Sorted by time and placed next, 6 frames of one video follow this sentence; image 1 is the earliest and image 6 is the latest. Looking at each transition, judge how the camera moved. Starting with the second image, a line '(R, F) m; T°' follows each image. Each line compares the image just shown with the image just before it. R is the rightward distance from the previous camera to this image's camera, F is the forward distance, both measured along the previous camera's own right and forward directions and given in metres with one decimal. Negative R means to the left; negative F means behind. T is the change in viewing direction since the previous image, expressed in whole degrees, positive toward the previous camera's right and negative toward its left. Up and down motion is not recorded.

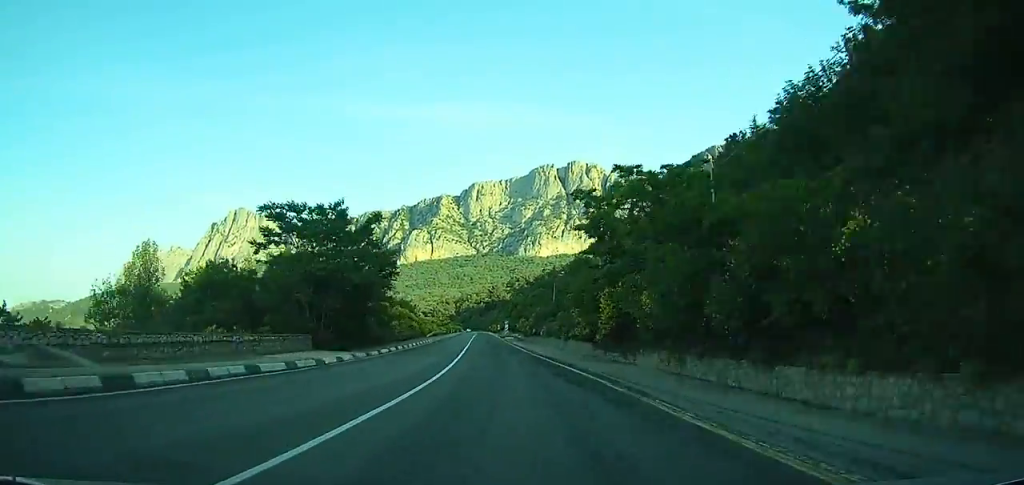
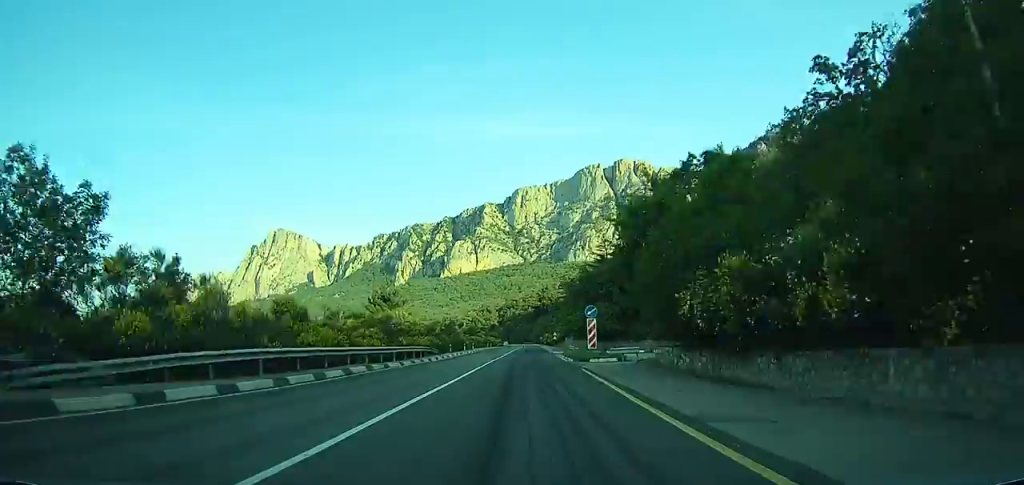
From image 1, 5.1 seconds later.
(-3.0, +72.9) m; -4°
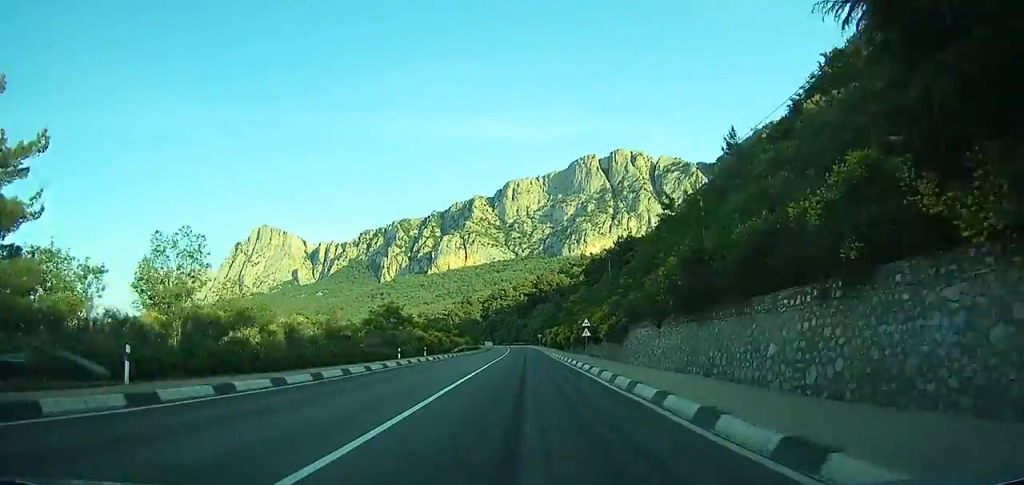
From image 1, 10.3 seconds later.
(-1.6, +74.2) m; -2°
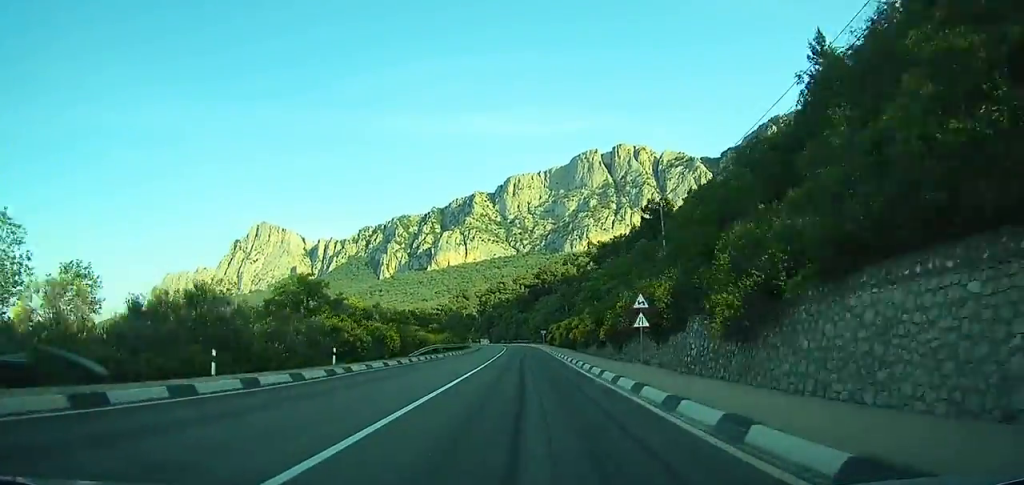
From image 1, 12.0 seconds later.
(-0.1, +23.3) m; -1°
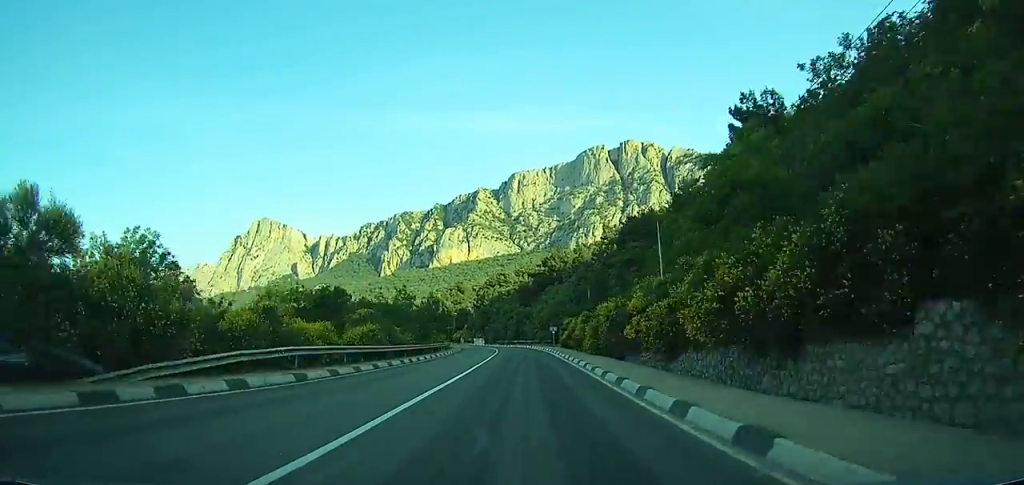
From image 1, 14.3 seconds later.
(-0.3, +30.6) m; -1°
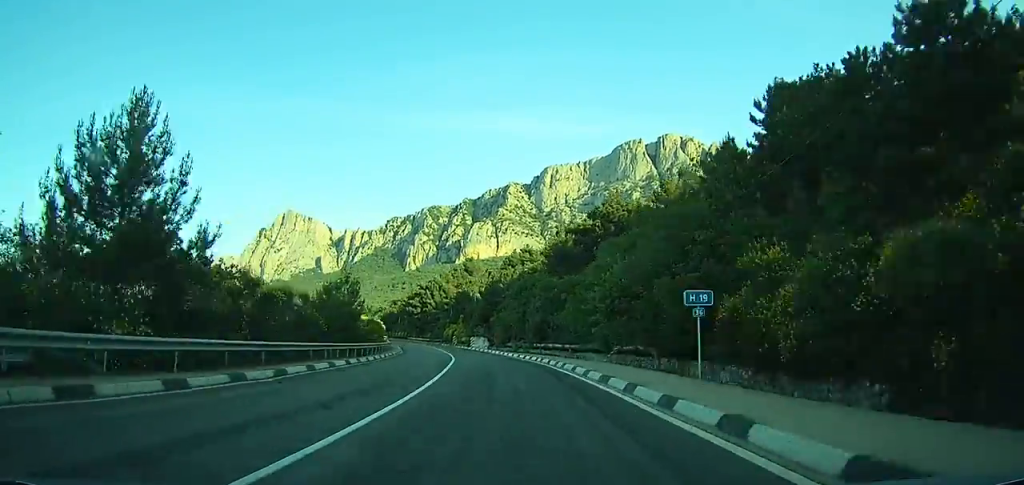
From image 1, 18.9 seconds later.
(-1.4, +62.0) m; -4°
